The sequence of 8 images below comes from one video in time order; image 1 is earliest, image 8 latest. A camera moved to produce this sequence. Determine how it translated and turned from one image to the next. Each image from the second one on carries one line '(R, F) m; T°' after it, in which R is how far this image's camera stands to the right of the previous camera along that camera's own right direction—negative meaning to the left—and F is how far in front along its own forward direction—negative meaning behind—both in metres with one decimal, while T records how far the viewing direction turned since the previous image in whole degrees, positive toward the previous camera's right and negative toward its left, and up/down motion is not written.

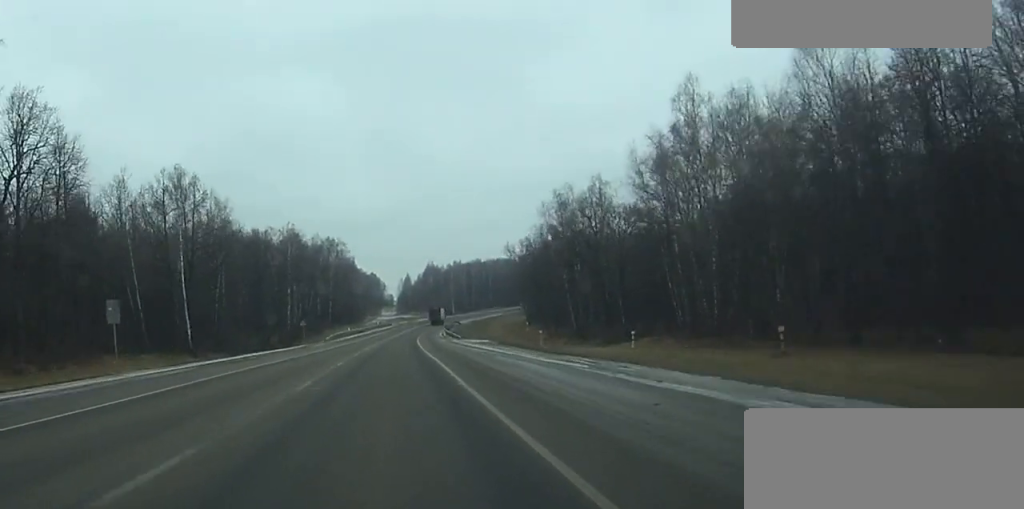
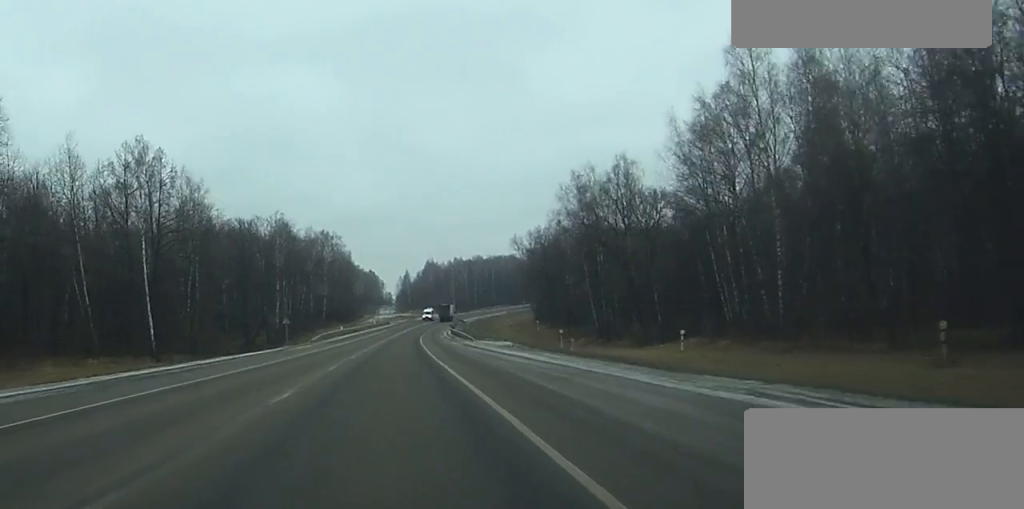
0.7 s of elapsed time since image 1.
(0.0, +15.4) m; 0°
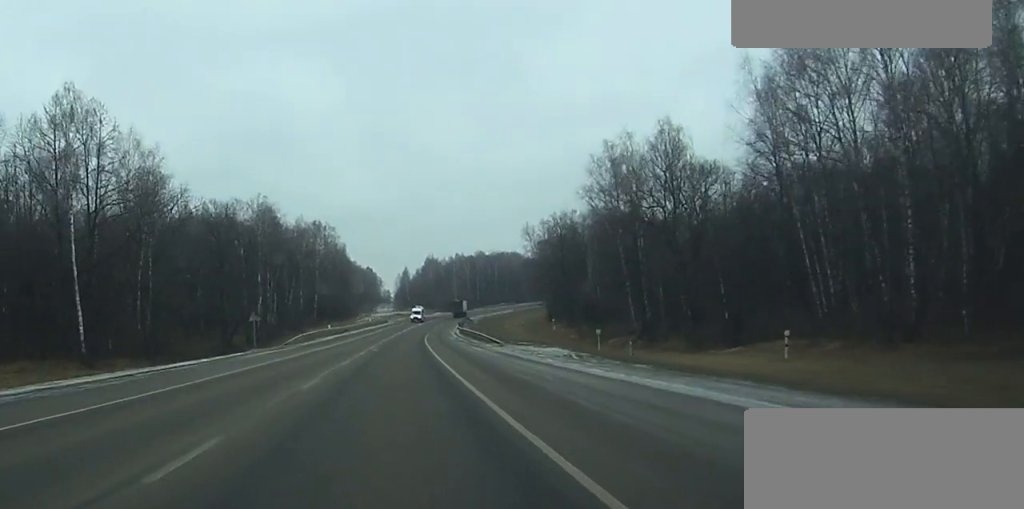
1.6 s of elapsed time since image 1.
(0.0, +19.7) m; 0°
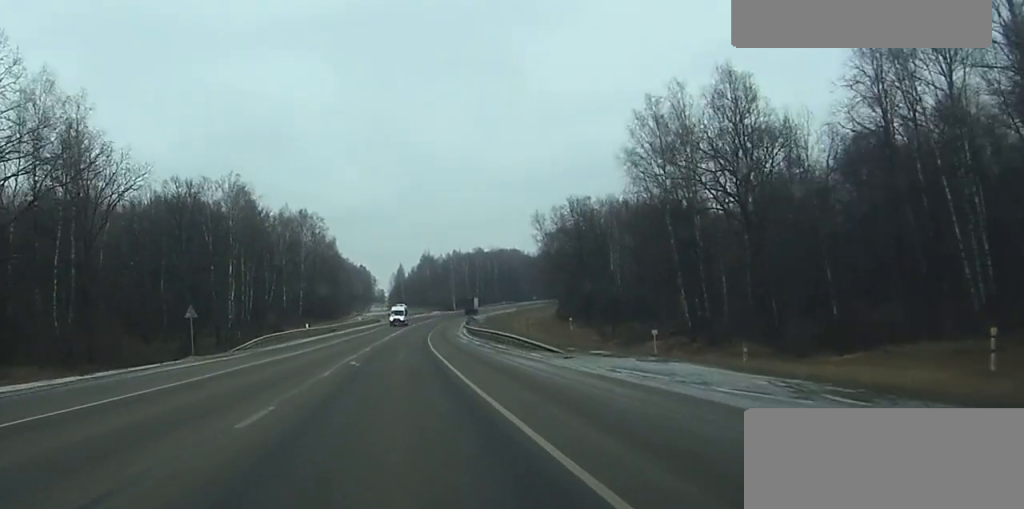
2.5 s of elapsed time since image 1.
(0.0, +19.8) m; 0°
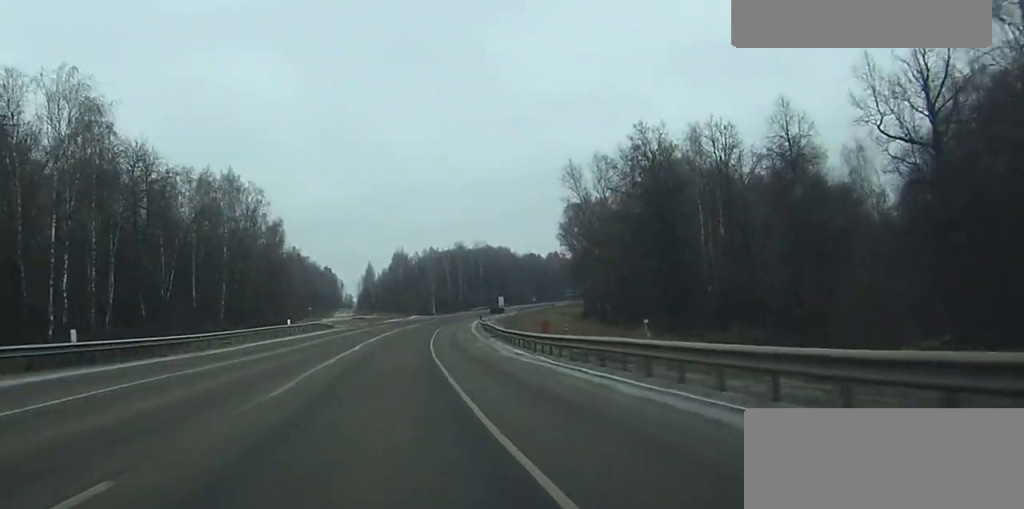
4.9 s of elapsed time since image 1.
(+0.9, +54.8) m; +2°
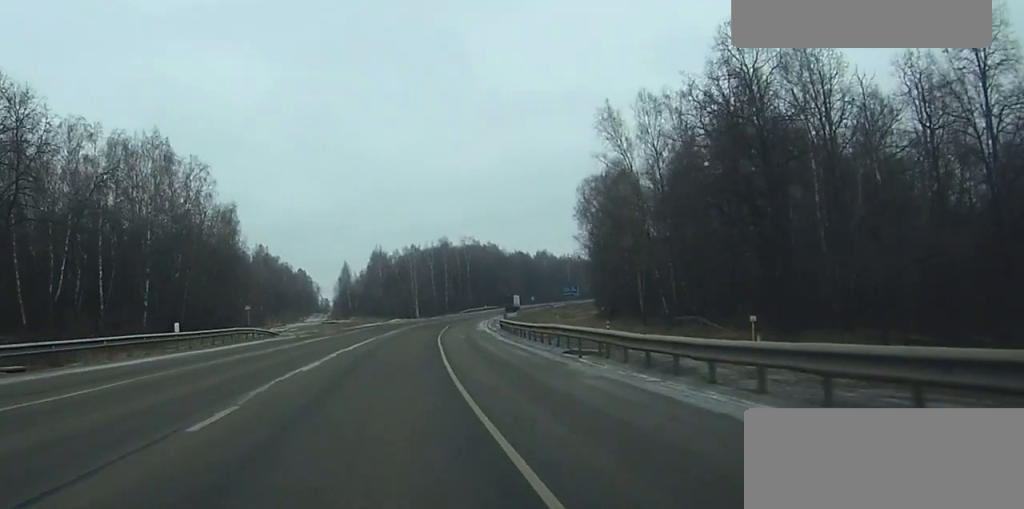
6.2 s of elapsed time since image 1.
(+0.3, +29.8) m; +1°
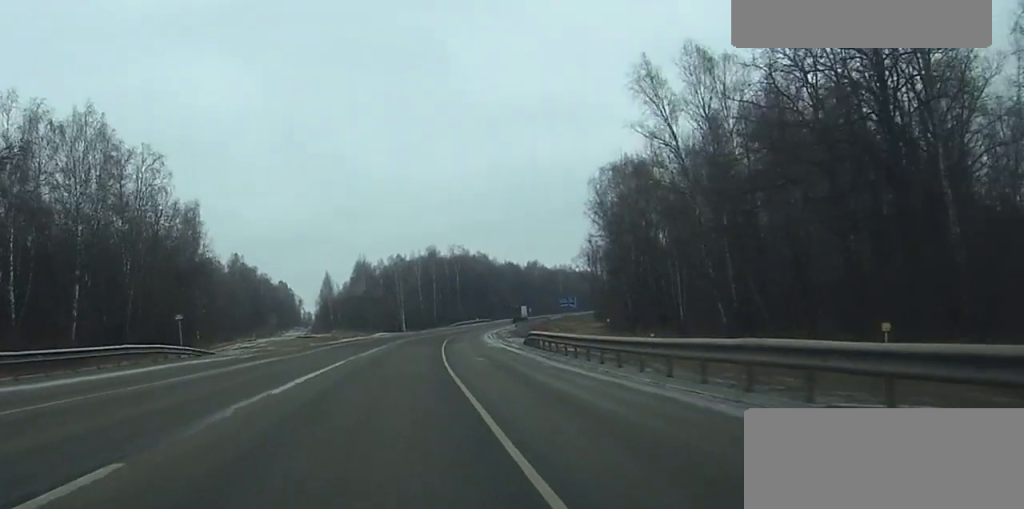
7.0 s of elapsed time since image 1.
(0.0, +17.5) m; +1°
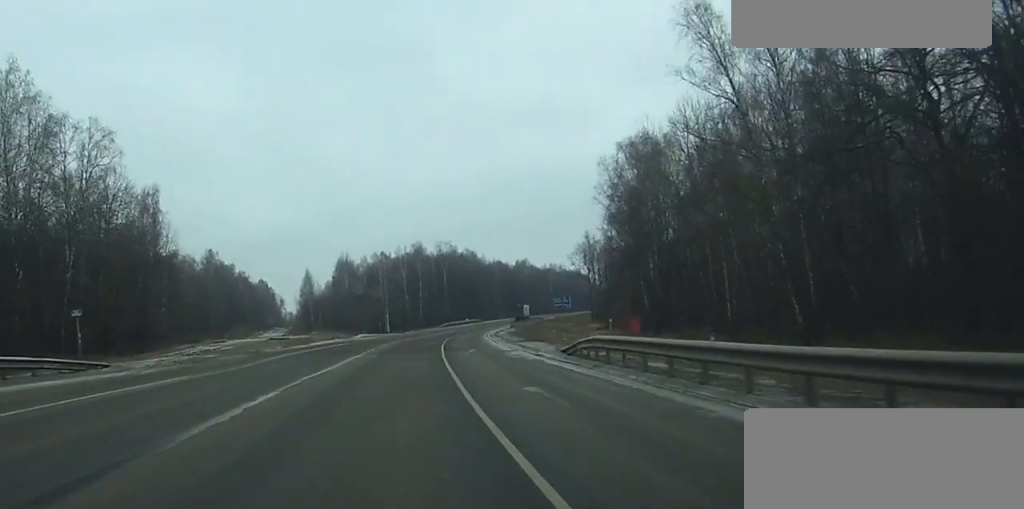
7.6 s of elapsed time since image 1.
(+0.1, +14.3) m; +1°
